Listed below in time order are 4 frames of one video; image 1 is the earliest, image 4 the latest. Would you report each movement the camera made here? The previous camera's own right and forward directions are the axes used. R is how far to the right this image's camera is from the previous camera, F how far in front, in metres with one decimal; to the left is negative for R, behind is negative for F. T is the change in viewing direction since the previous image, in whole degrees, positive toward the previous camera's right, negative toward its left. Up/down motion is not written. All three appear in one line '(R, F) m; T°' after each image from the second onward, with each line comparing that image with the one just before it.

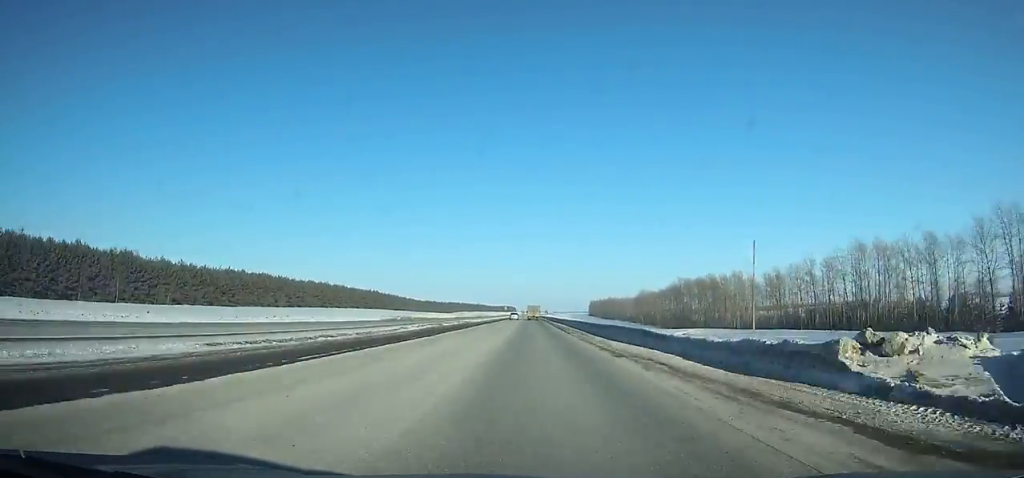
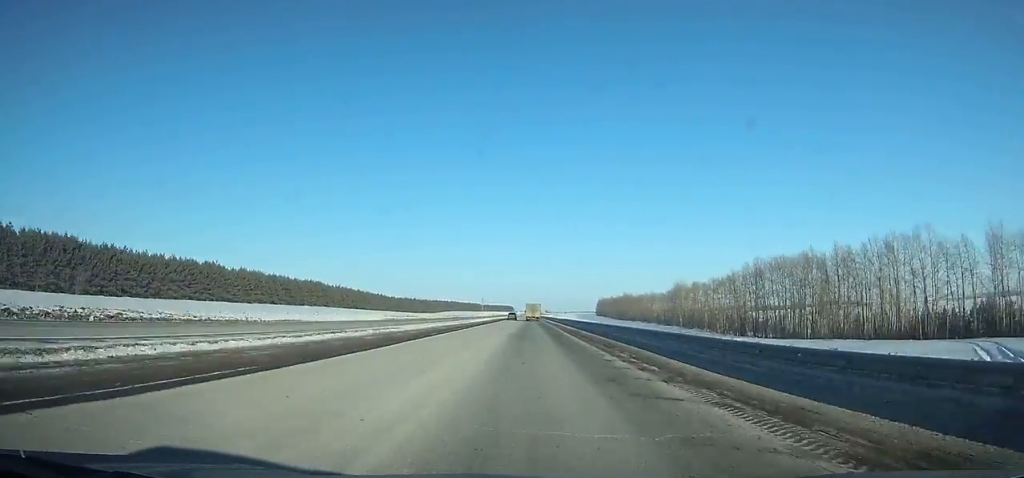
(+0.1, +89.4) m; 0°
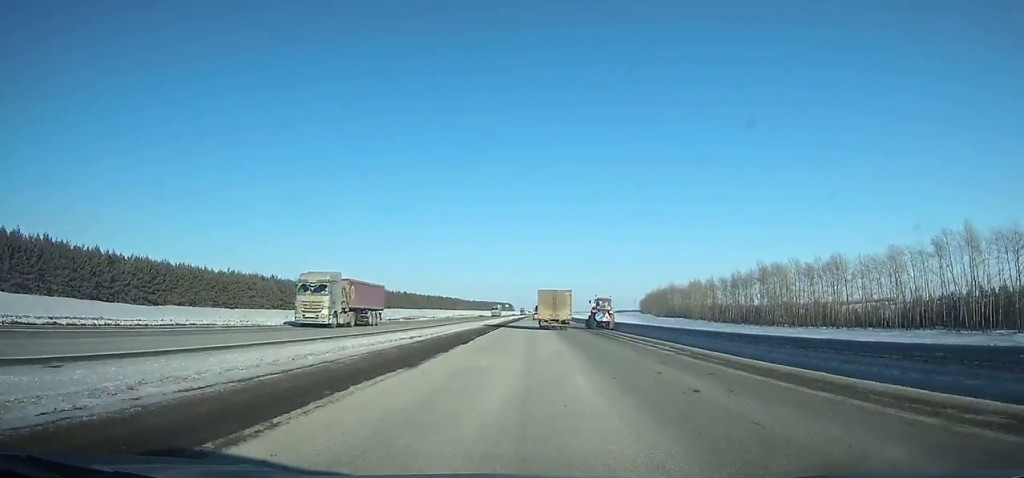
(-2.2, +257.2) m; -1°
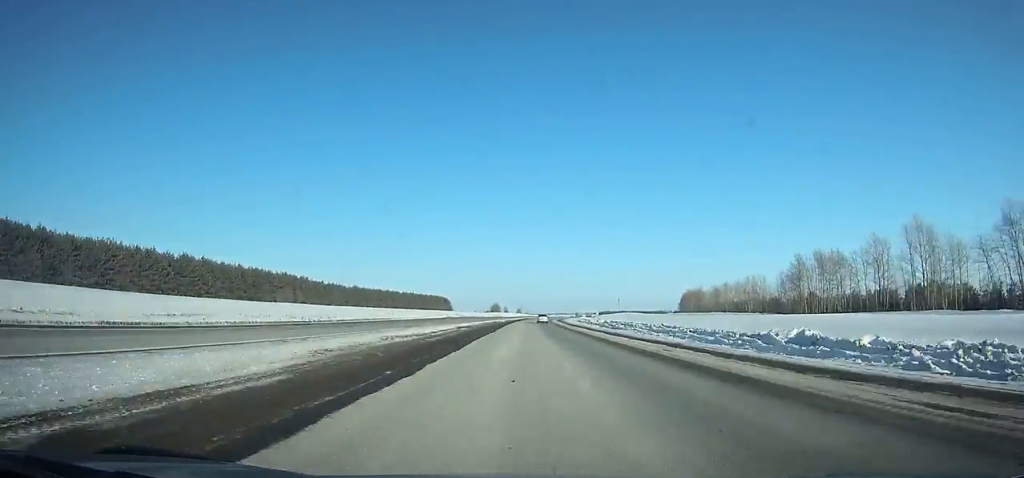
(+6.3, +286.2) m; +4°
